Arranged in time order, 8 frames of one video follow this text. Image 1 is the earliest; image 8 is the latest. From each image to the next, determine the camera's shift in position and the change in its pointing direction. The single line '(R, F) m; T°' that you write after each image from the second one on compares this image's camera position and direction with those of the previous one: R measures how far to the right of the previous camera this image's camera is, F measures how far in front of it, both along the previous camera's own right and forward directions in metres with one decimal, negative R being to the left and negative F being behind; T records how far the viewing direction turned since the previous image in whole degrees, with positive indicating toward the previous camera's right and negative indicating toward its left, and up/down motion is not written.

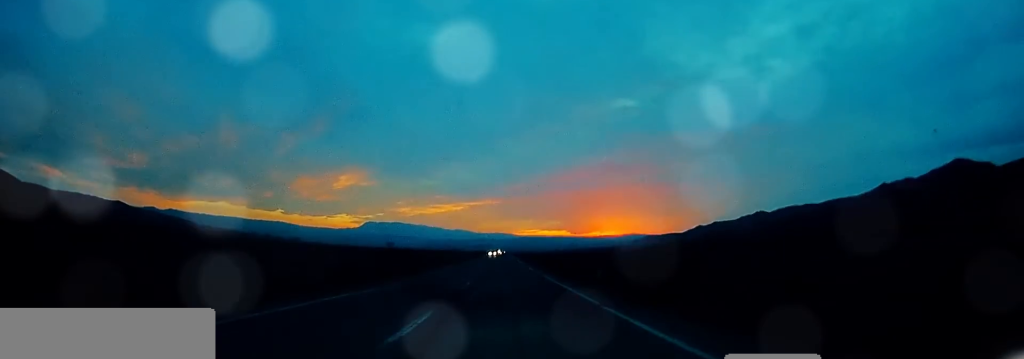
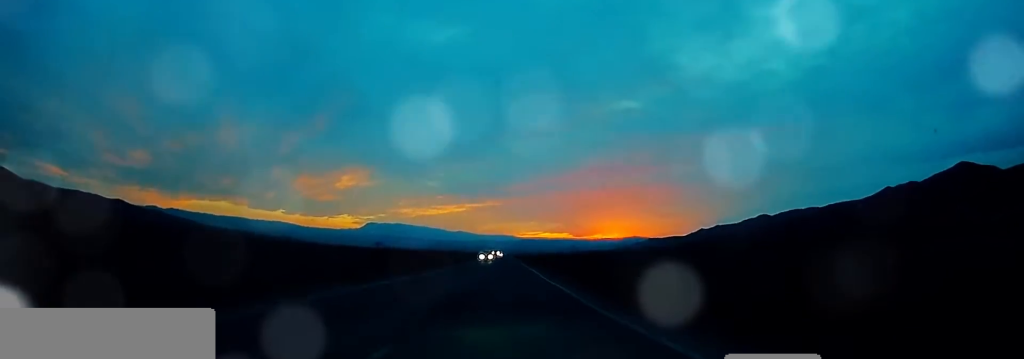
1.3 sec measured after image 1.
(+1.1, +26.6) m; -1°
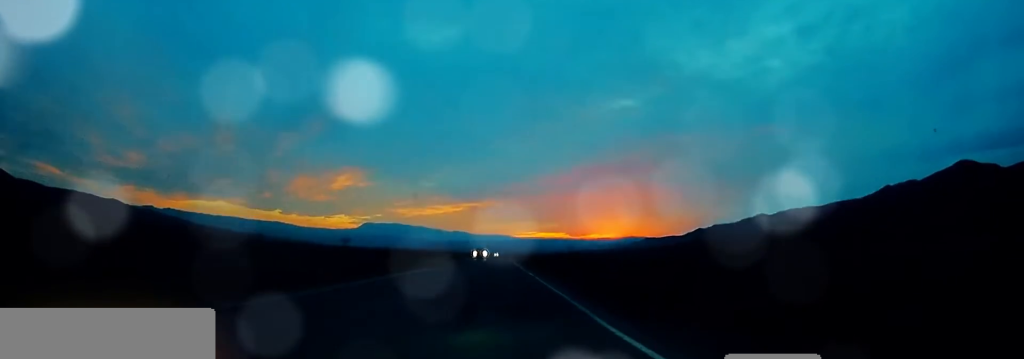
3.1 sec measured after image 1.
(-1.0, +37.4) m; +1°
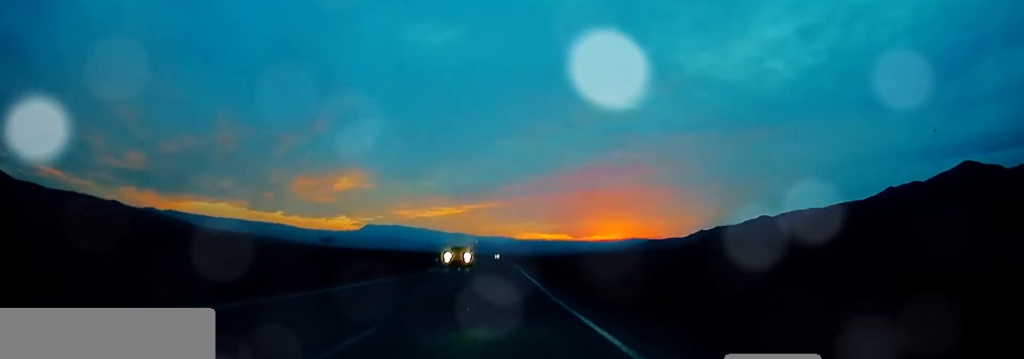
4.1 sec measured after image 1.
(+0.7, +19.8) m; 0°
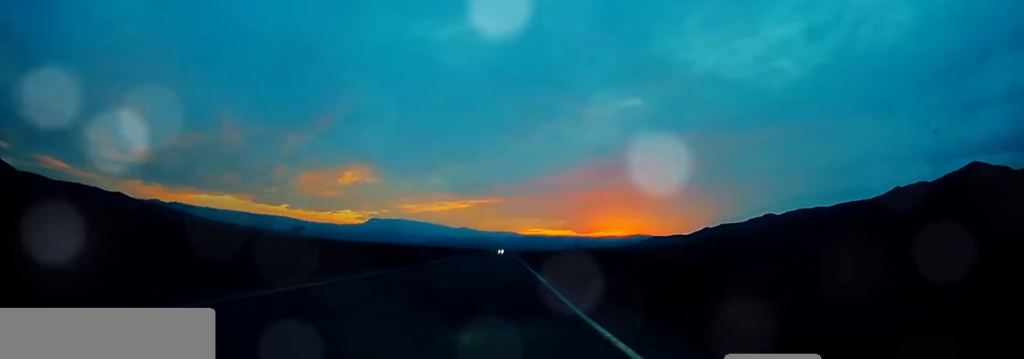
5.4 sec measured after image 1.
(-1.5, +27.1) m; -2°
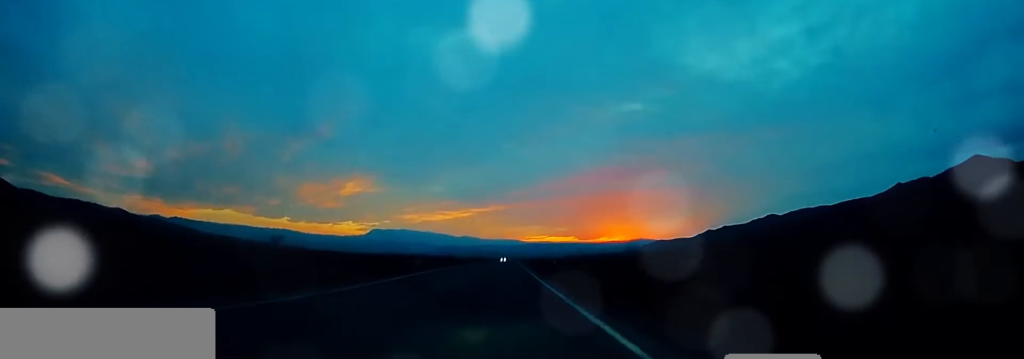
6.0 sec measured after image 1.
(+0.5, +12.1) m; 0°
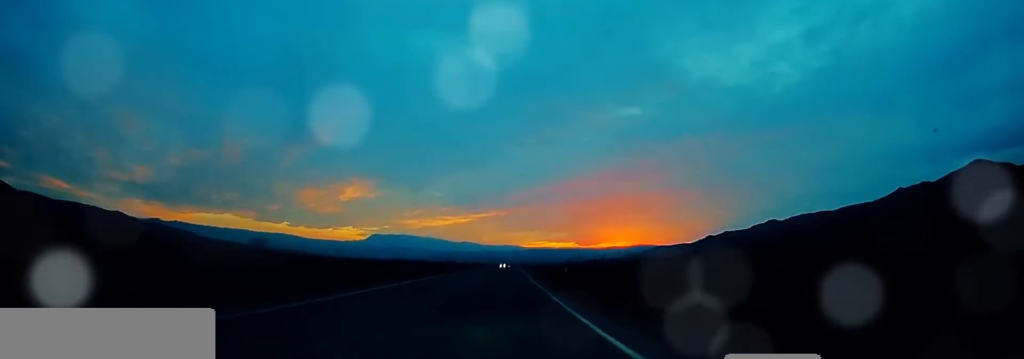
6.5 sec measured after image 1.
(+0.7, +9.5) m; 0°
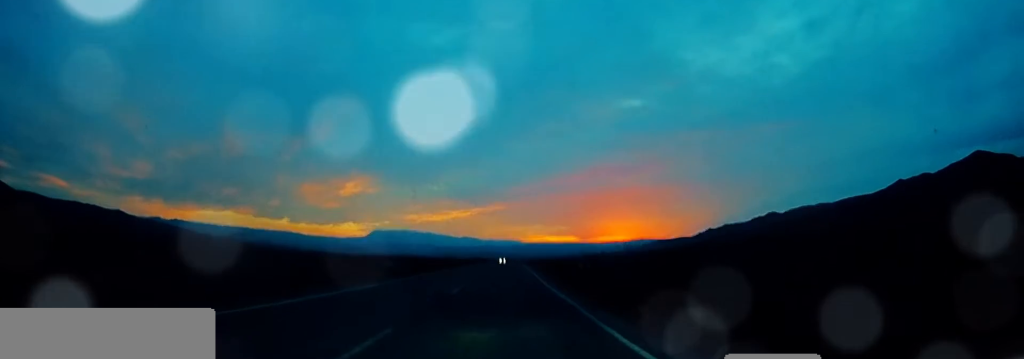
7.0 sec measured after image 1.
(-0.5, +9.4) m; 0°
